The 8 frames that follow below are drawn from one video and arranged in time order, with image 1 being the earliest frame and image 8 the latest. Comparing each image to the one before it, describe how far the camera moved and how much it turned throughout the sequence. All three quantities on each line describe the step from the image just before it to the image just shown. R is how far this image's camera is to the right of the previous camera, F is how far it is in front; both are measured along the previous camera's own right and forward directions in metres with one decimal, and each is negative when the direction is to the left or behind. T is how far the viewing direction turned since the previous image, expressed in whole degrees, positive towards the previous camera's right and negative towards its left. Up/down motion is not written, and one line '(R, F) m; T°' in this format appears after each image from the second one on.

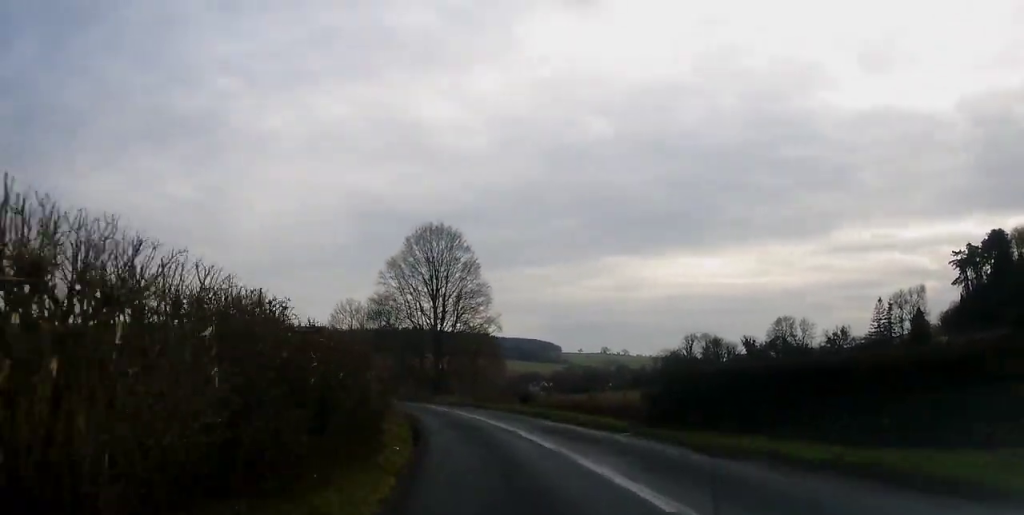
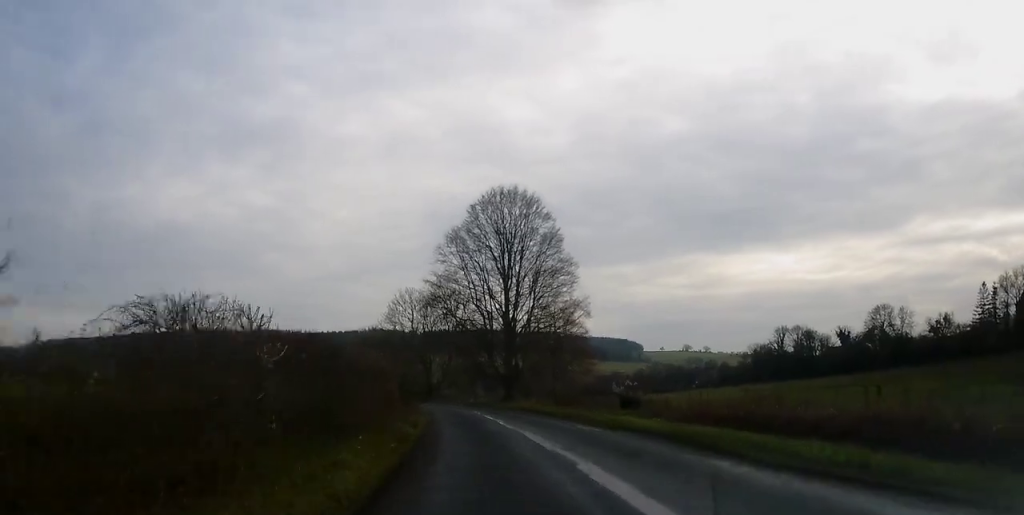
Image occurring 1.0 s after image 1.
(-0.8, +18.0) m; -5°
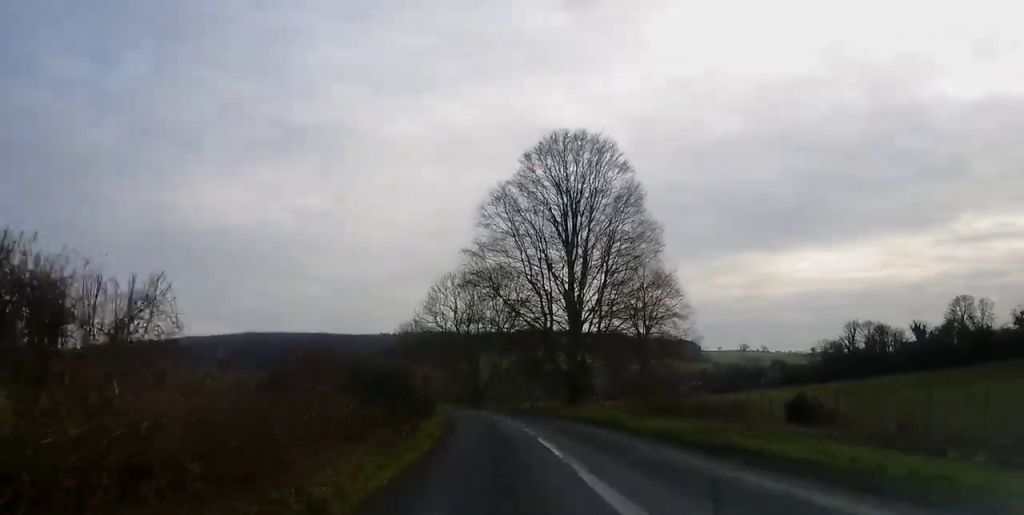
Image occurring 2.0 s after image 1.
(-0.7, +17.3) m; -3°
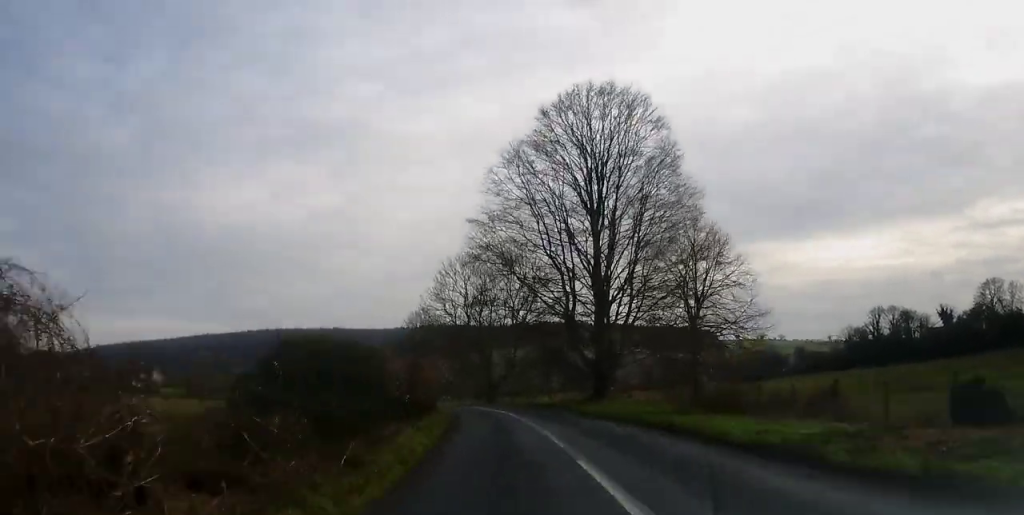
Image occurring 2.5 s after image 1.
(-0.1, +8.0) m; -1°
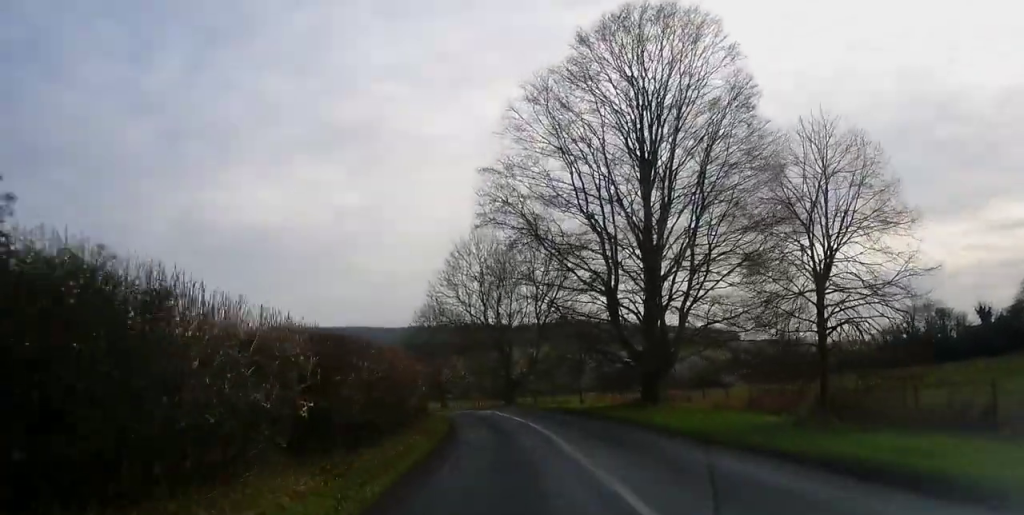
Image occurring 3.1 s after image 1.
(-0.1, +11.4) m; -2°
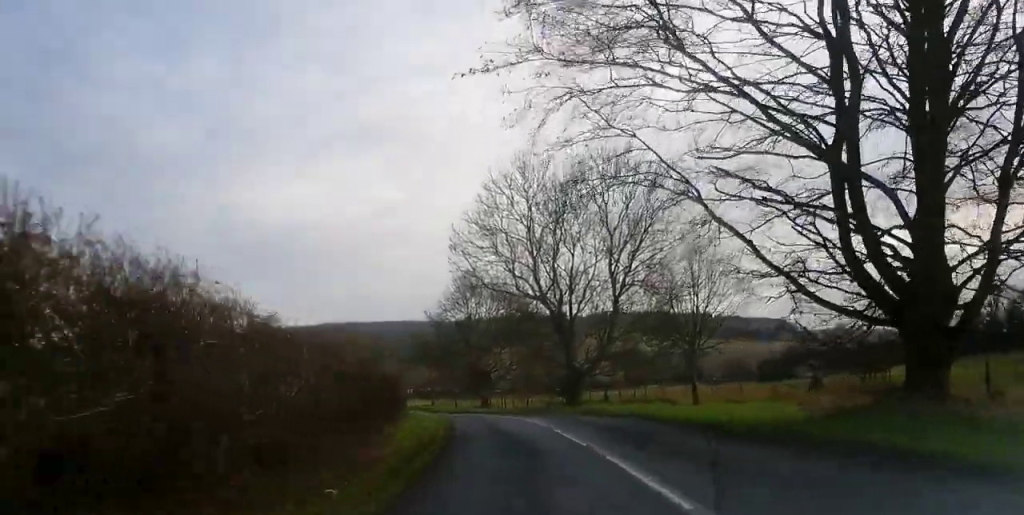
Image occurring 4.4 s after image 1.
(-0.7, +23.2) m; -5°
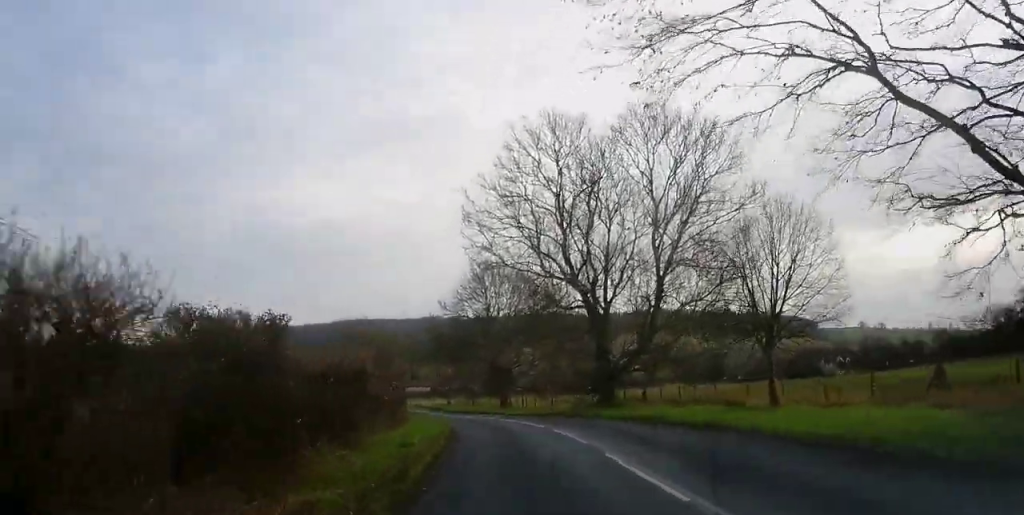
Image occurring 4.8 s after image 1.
(-0.3, +8.0) m; -1°
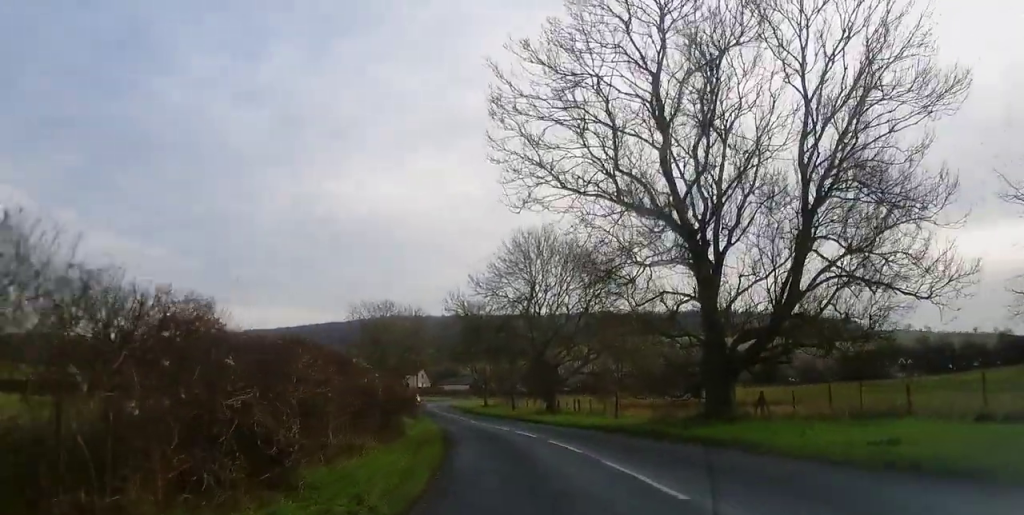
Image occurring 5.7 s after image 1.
(-0.4, +16.3) m; -3°
